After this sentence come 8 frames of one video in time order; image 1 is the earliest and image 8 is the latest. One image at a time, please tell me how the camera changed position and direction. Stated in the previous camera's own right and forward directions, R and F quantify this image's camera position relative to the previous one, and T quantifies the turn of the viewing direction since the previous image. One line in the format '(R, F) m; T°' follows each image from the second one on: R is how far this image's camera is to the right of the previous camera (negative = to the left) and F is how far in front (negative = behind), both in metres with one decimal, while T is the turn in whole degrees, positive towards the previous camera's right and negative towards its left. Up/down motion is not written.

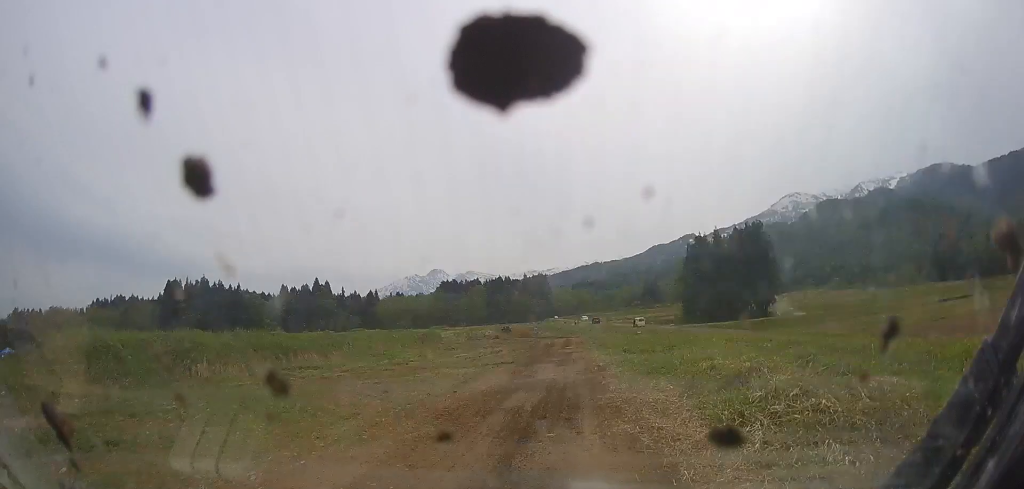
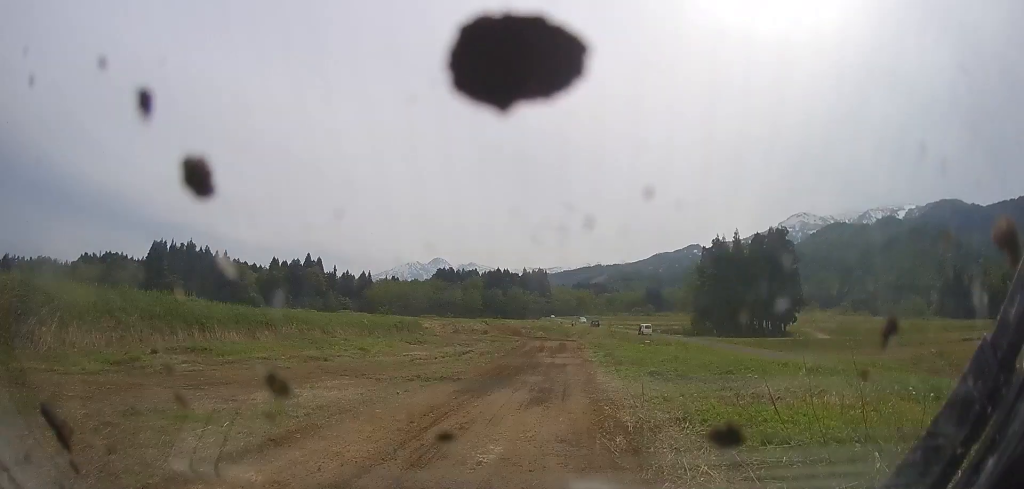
(-0.1, +11.9) m; -8°
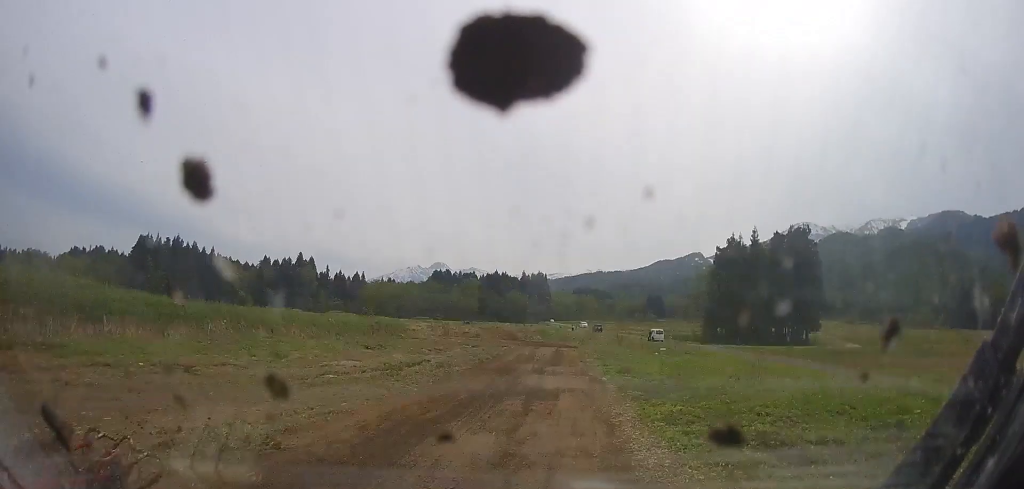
(-0.1, +9.5) m; -8°
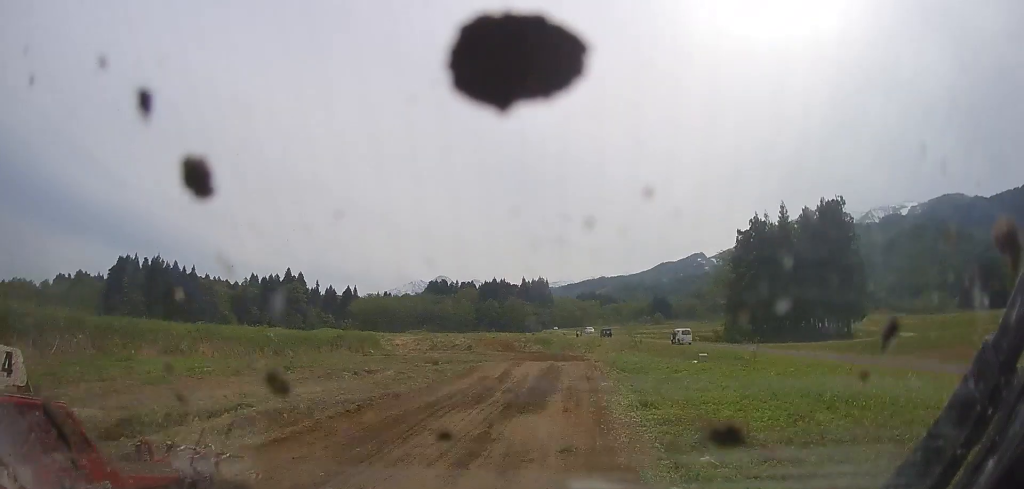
(-2.7, +15.0) m; -10°
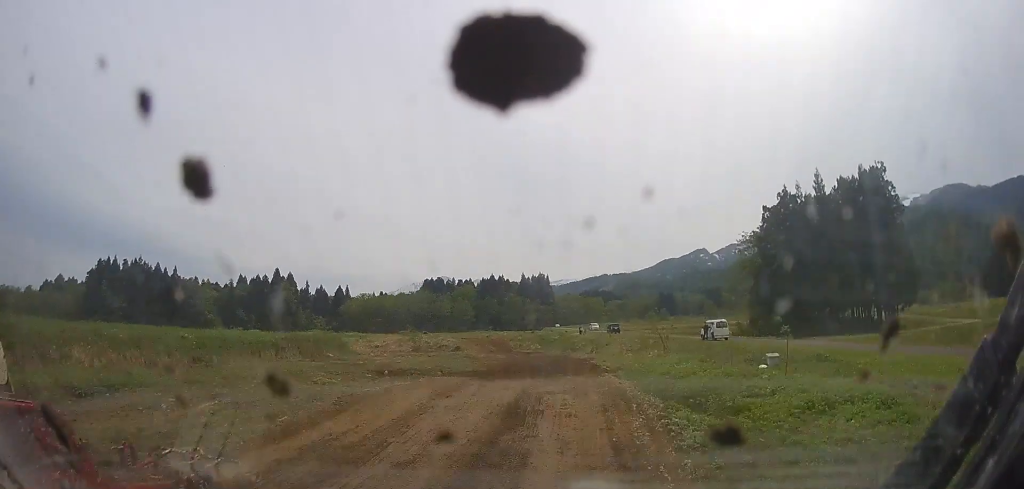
(0.0, +10.8) m; 0°
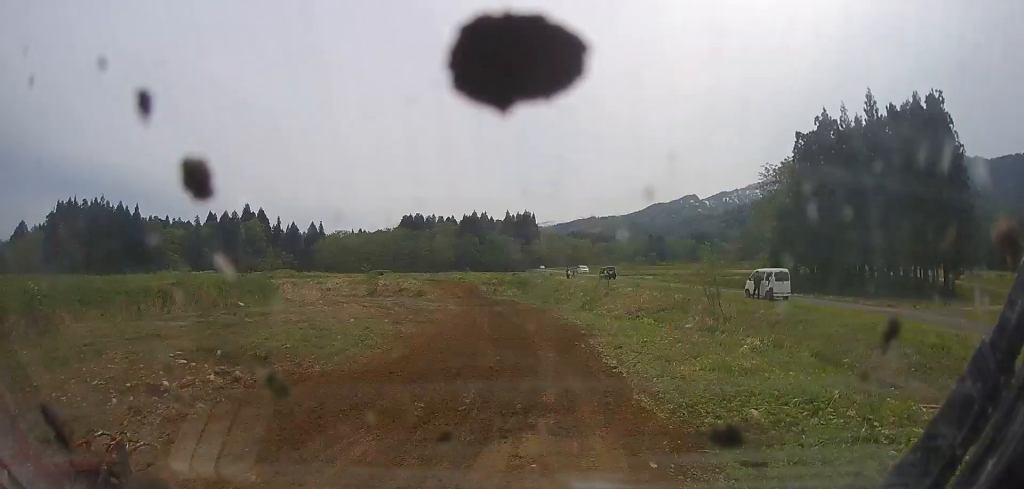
(0.0, +15.7) m; 0°
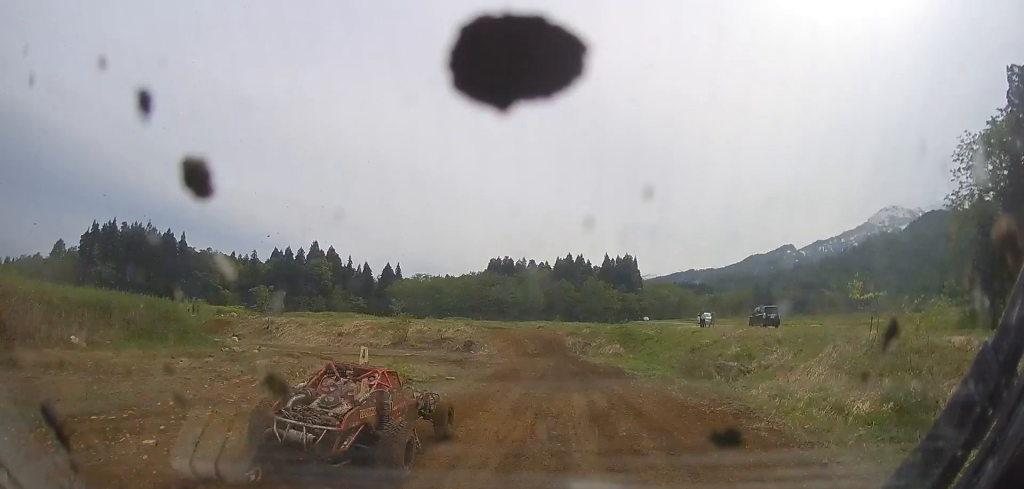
(-3.4, +28.1) m; -14°
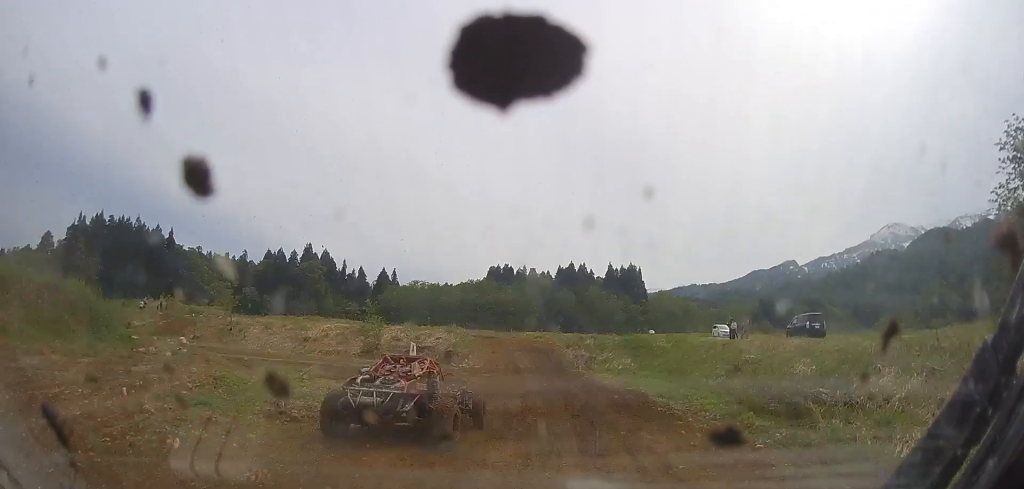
(-0.1, +8.0) m; -1°
